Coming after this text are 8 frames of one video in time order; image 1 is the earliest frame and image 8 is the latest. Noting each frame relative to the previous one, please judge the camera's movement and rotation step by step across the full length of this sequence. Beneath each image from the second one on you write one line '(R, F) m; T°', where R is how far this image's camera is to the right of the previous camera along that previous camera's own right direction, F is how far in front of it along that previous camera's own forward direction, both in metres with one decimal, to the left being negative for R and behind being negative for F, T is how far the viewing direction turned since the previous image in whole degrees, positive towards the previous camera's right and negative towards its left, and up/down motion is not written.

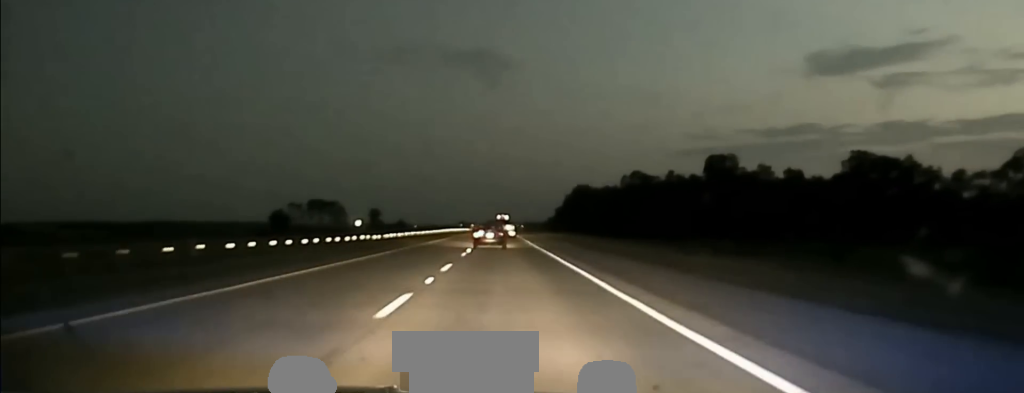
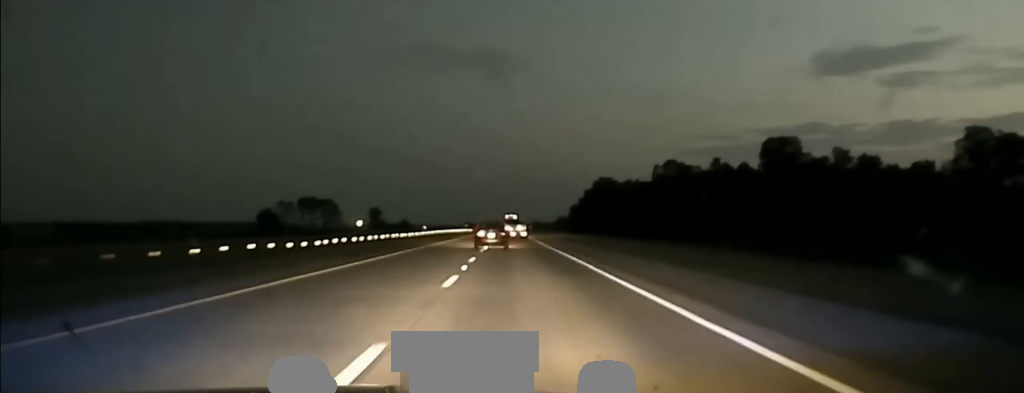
(-0.1, +48.1) m; 0°
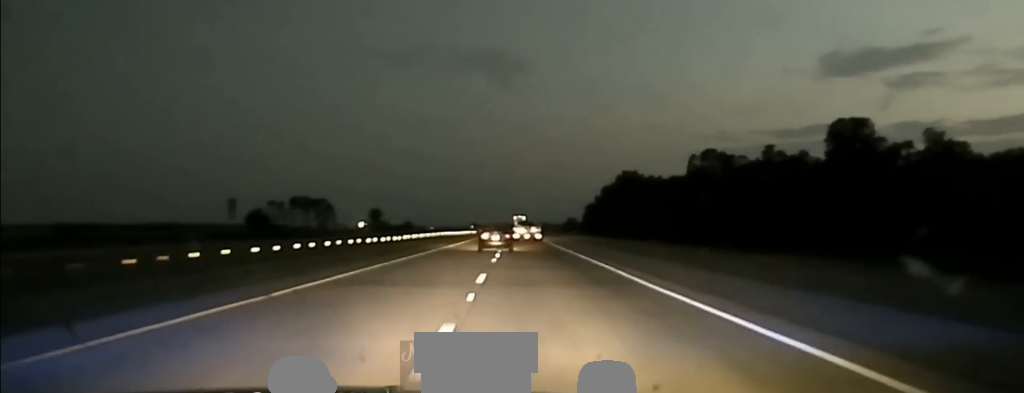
(-0.1, +37.3) m; 0°
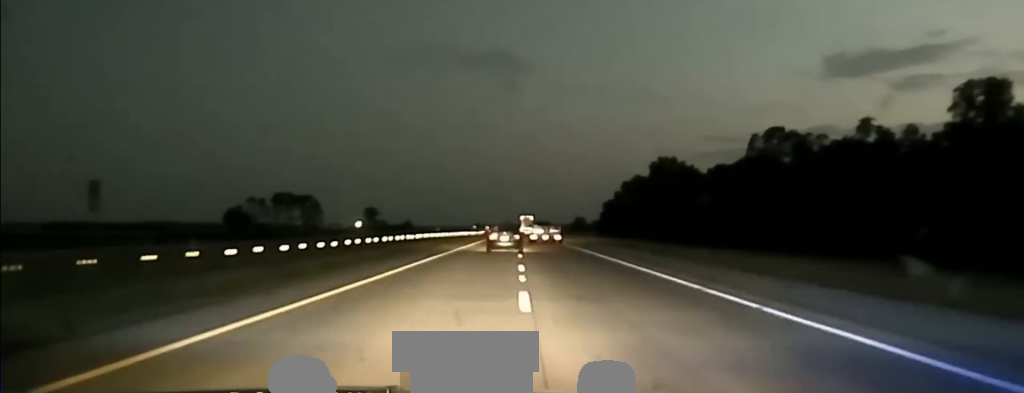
(-0.1, +41.3) m; 0°
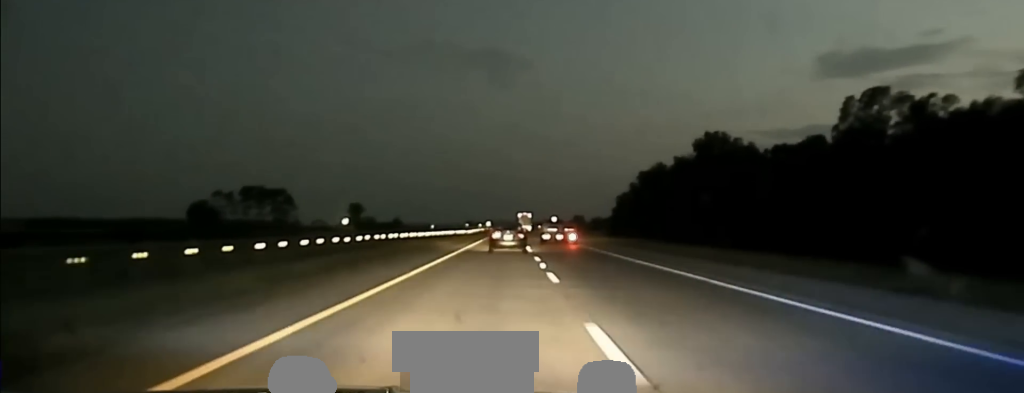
(+0.1, +37.8) m; 0°
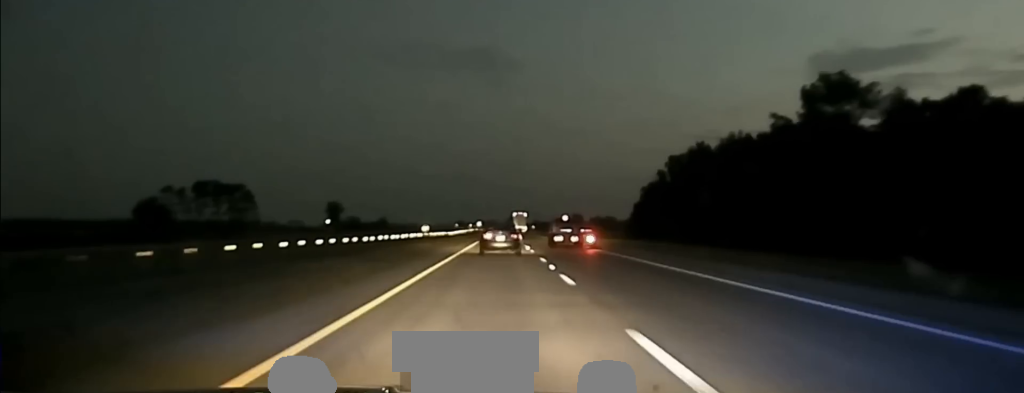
(+0.1, +45.8) m; +1°
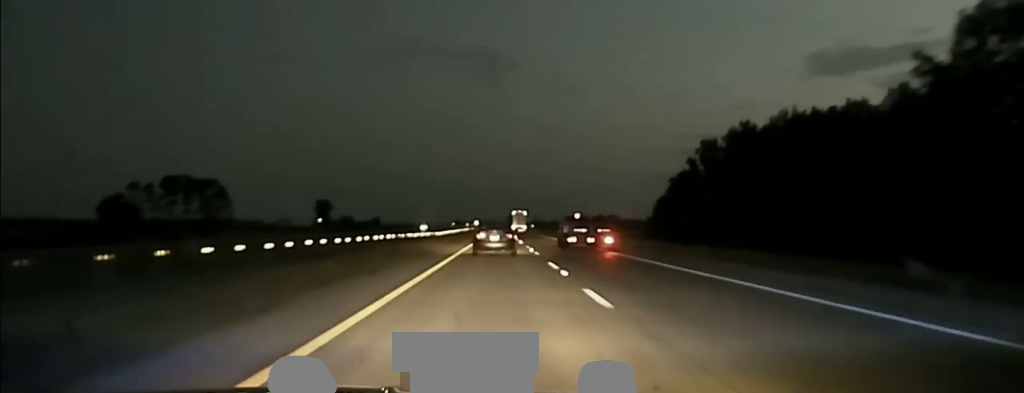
(+0.2, +29.7) m; 0°
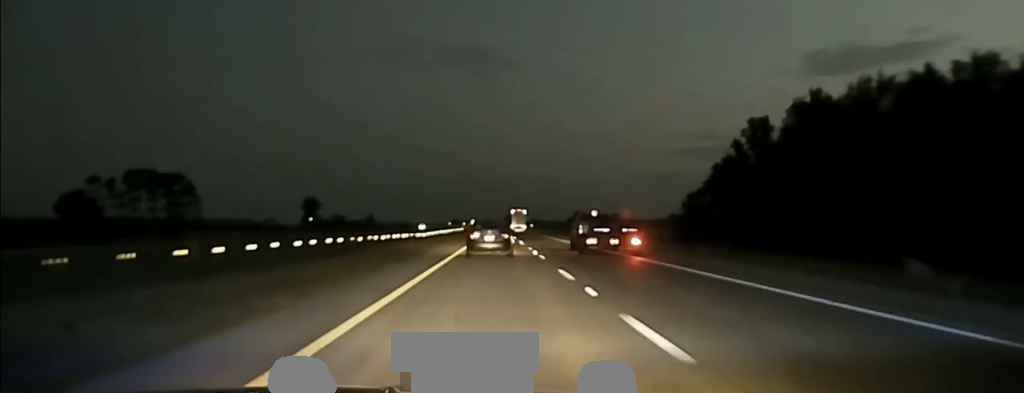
(+0.1, +35.3) m; 0°
